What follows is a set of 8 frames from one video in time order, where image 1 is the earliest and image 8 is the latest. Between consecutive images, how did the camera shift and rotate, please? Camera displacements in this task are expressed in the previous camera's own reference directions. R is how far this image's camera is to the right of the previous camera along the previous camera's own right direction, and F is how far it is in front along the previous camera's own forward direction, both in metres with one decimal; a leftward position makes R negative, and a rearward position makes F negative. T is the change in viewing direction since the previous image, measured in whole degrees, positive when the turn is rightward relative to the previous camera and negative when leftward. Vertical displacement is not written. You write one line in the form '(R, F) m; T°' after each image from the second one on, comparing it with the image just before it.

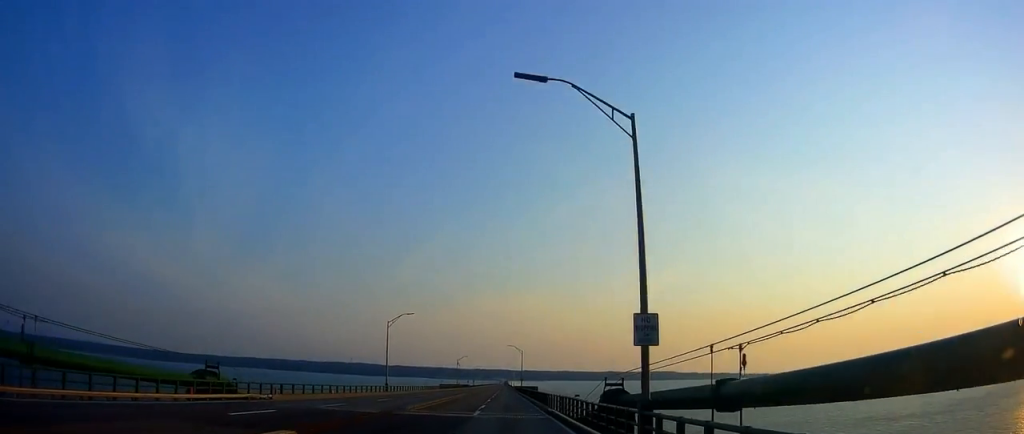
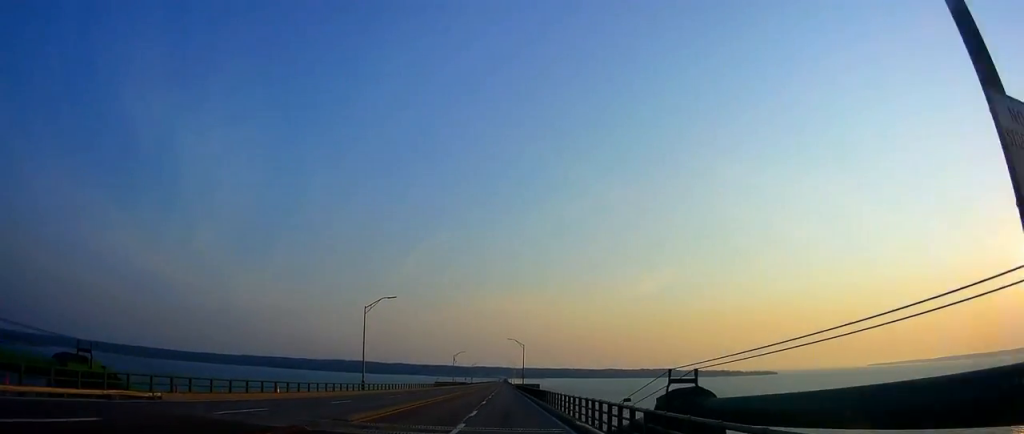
(-0.3, +10.9) m; 0°
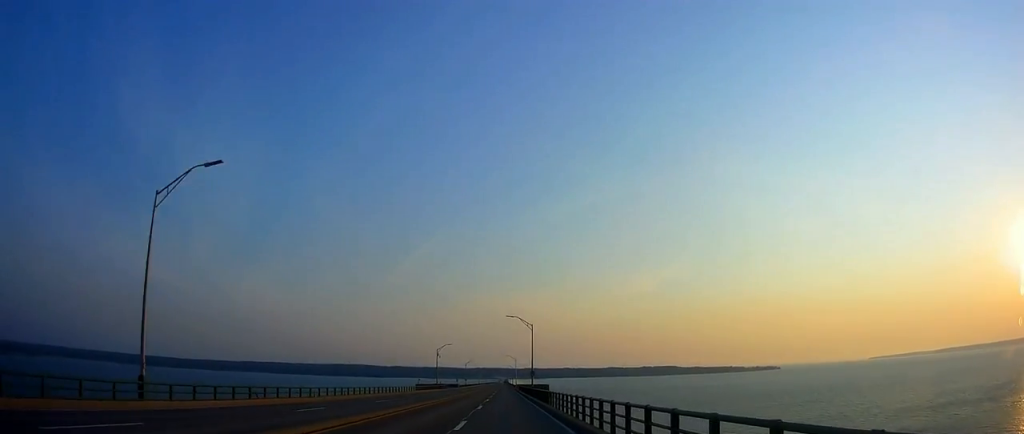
(+1.1, +35.6) m; +2°
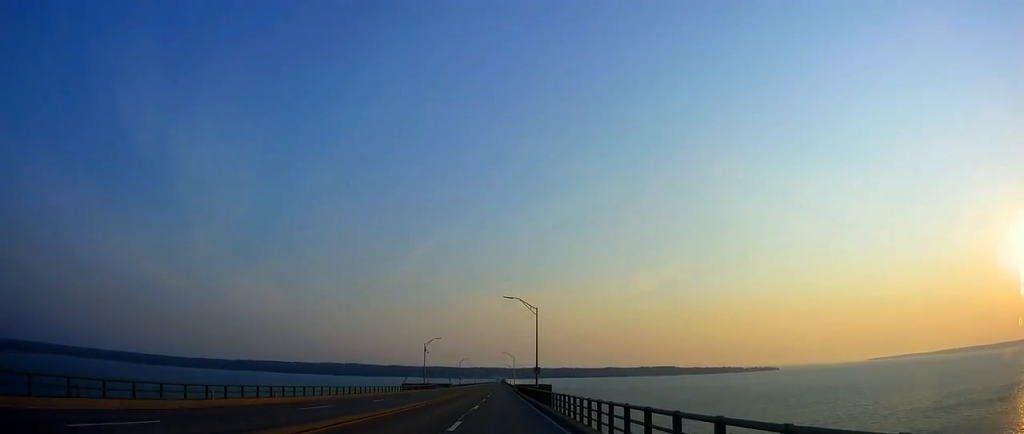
(0.0, +14.5) m; -1°
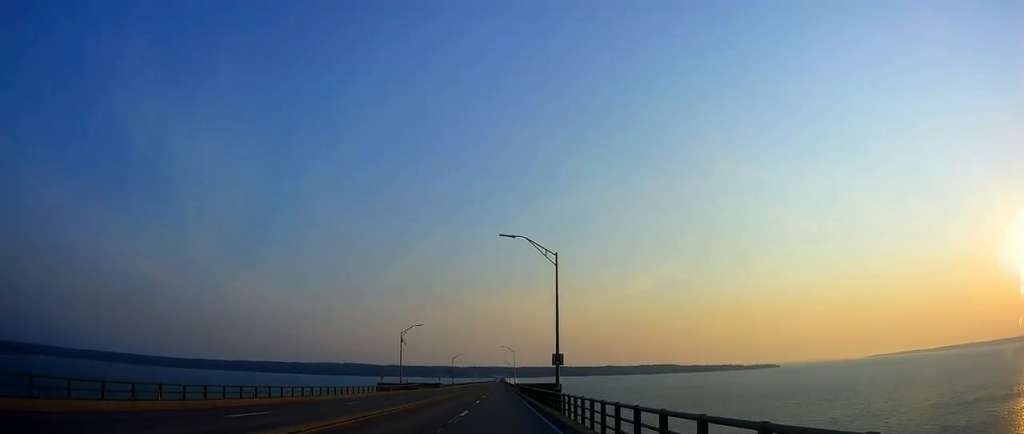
(-0.3, +21.9) m; -1°
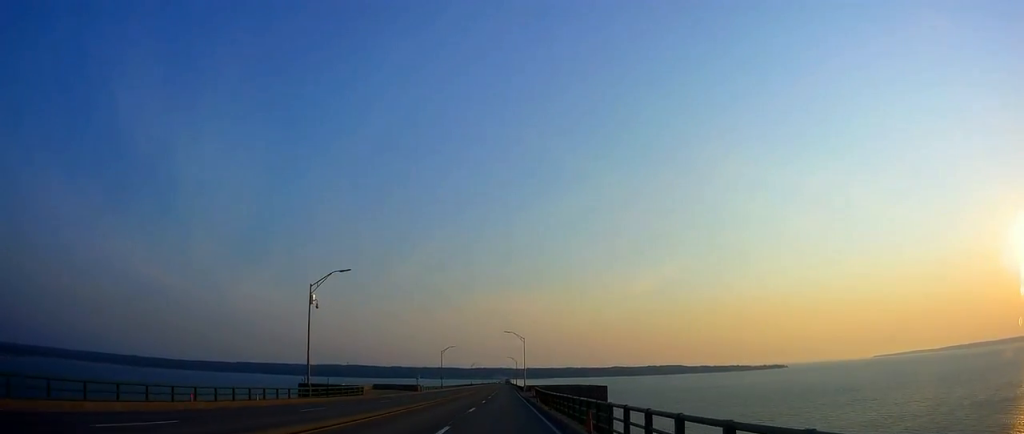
(+0.1, +39.3) m; 0°
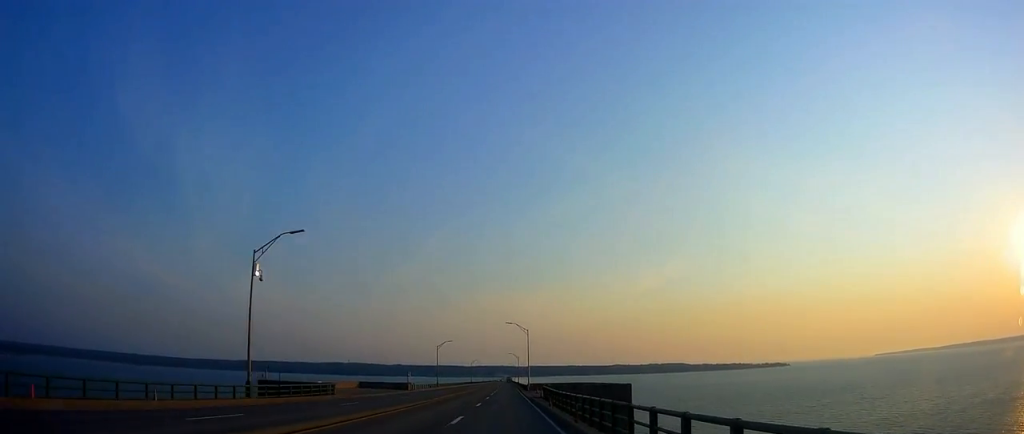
(-0.2, +10.1) m; 0°
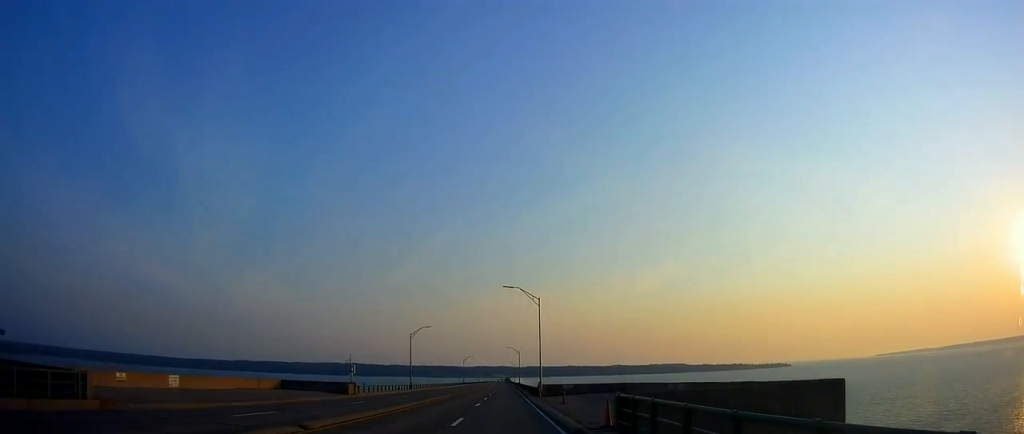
(+0.2, +29.6) m; +2°
